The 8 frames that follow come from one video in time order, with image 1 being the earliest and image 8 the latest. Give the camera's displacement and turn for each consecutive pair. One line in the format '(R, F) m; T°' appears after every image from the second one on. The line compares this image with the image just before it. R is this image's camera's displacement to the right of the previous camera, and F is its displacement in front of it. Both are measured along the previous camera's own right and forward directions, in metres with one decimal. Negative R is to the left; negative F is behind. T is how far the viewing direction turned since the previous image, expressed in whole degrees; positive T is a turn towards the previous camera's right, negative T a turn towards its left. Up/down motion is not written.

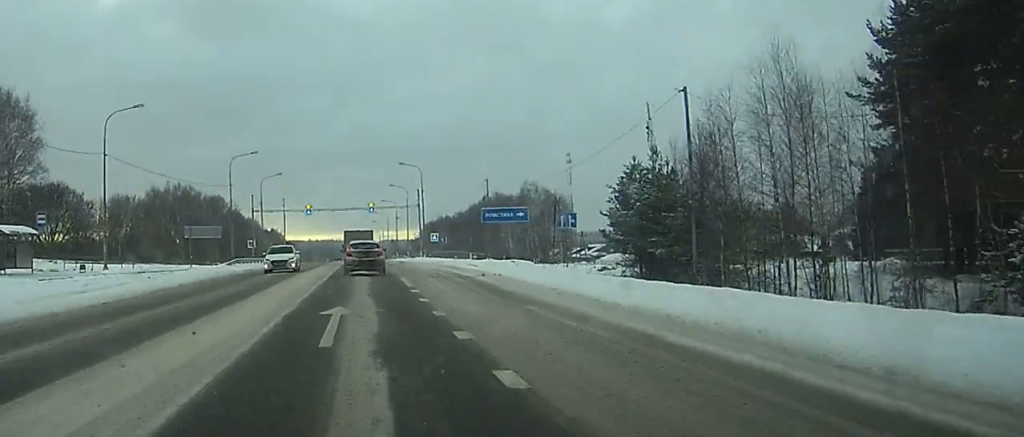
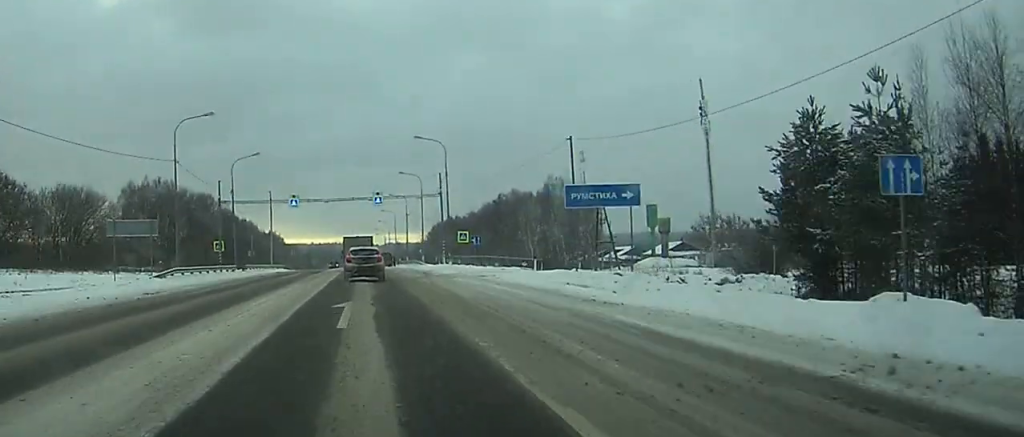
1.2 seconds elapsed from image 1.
(-0.1, +26.7) m; 0°
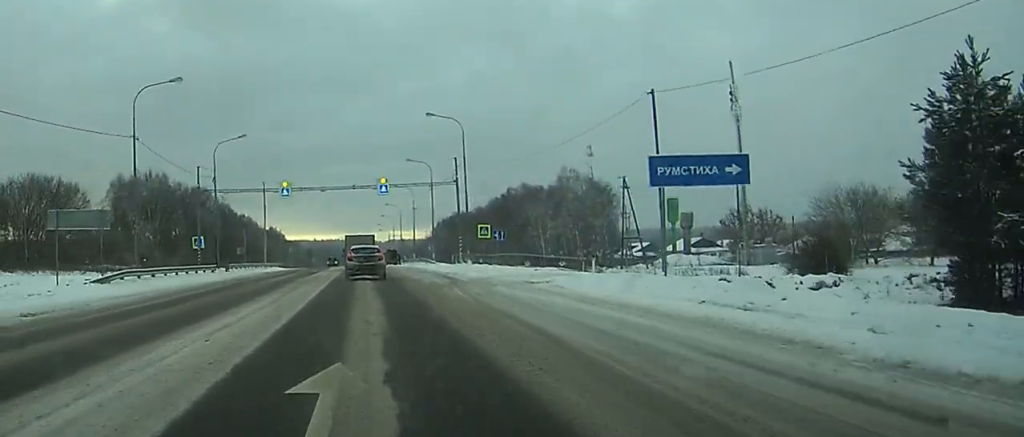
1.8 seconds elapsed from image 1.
(0.0, +11.5) m; 0°
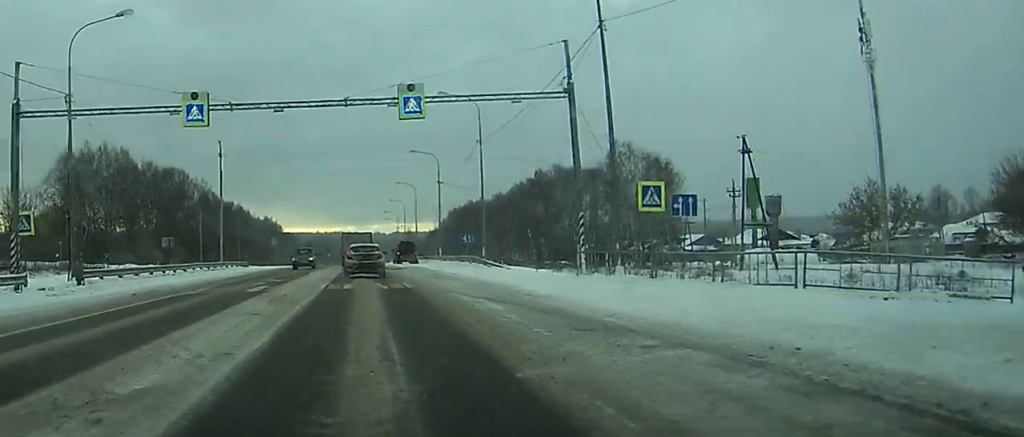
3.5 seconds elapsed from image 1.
(0.0, +37.4) m; 0°
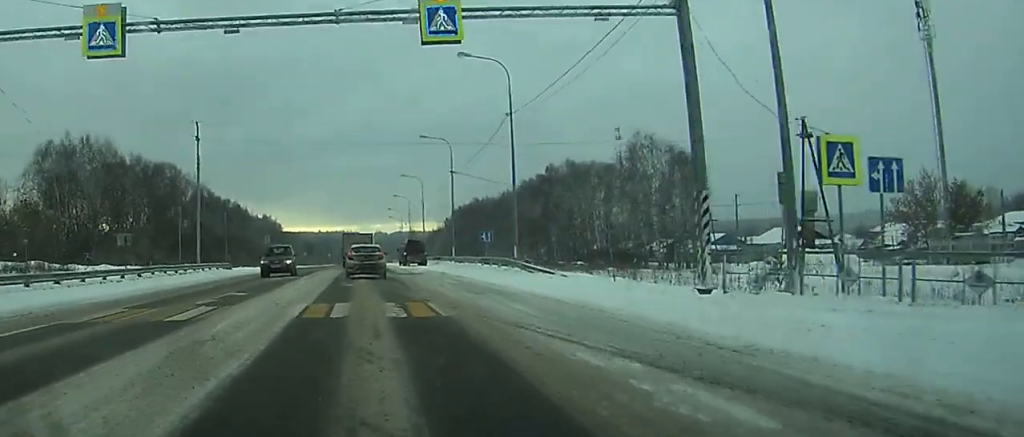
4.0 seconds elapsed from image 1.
(0.0, +11.5) m; 0°
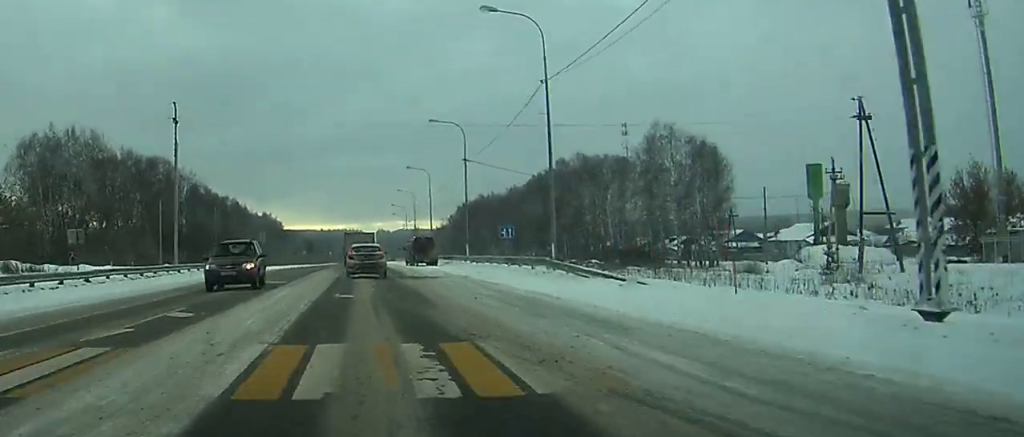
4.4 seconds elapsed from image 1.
(0.0, +8.7) m; 0°
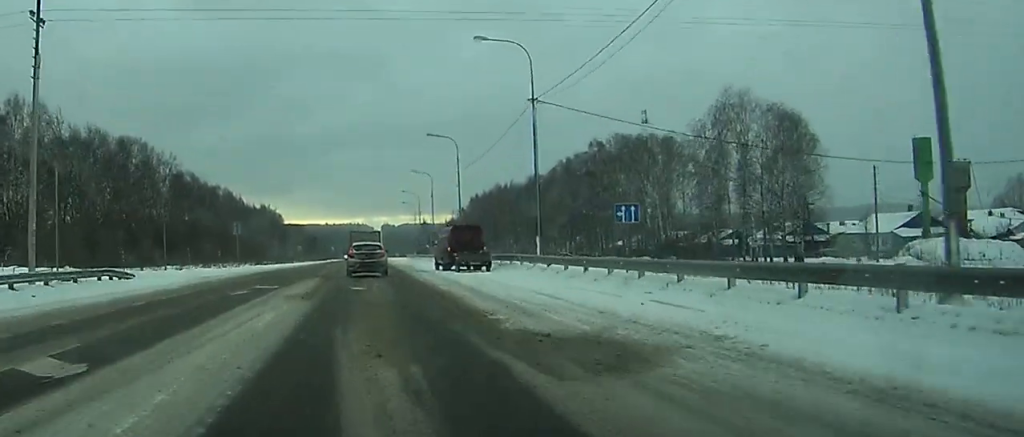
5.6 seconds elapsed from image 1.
(-0.1, +26.0) m; 0°
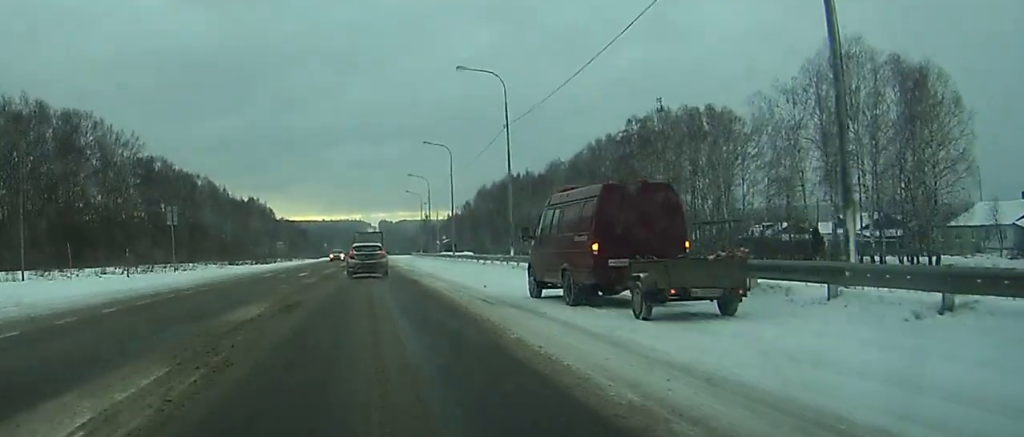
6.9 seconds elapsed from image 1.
(+0.1, +28.2) m; 0°
